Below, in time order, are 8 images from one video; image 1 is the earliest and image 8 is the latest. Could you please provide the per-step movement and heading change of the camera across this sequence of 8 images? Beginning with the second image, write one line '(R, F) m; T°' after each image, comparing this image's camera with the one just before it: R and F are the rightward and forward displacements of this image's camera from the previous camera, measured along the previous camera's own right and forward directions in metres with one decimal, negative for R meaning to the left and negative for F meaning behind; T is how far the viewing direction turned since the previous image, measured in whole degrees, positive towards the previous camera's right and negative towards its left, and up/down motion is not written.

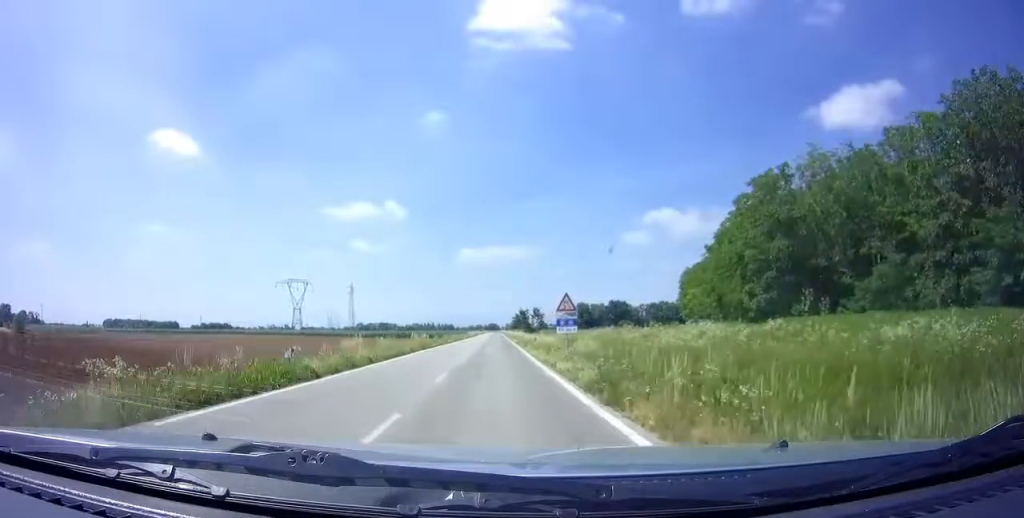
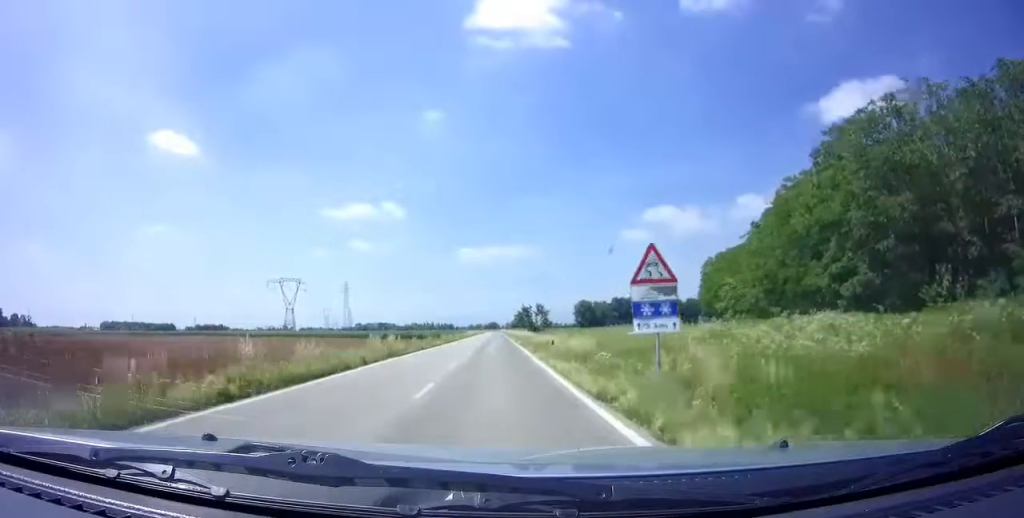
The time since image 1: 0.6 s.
(0.0, +10.6) m; 0°
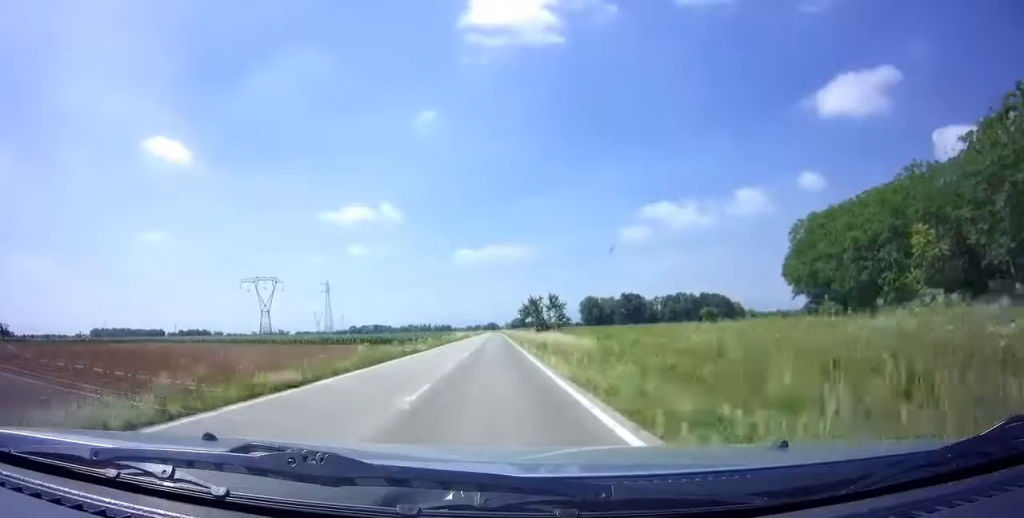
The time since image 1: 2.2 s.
(-0.2, +30.2) m; 0°
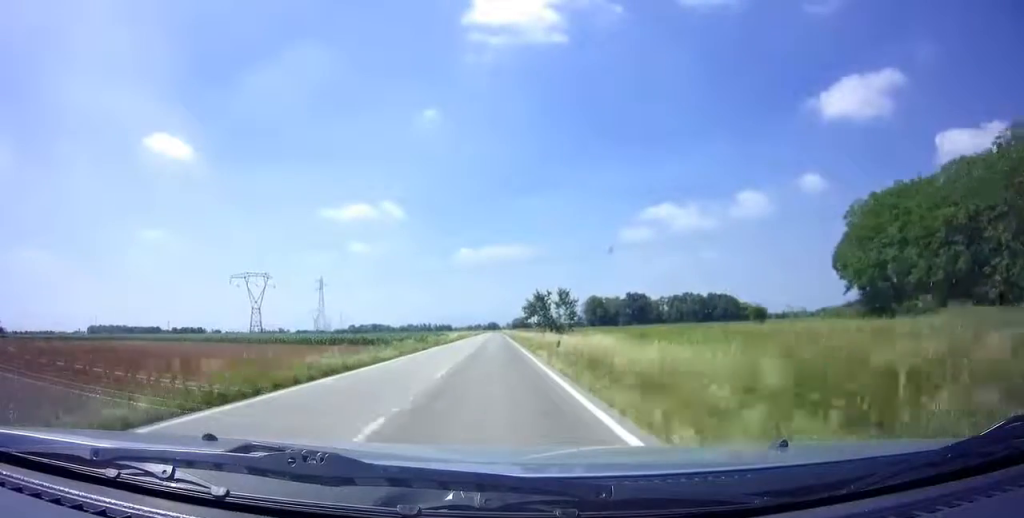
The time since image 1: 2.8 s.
(0.0, +12.1) m; 0°
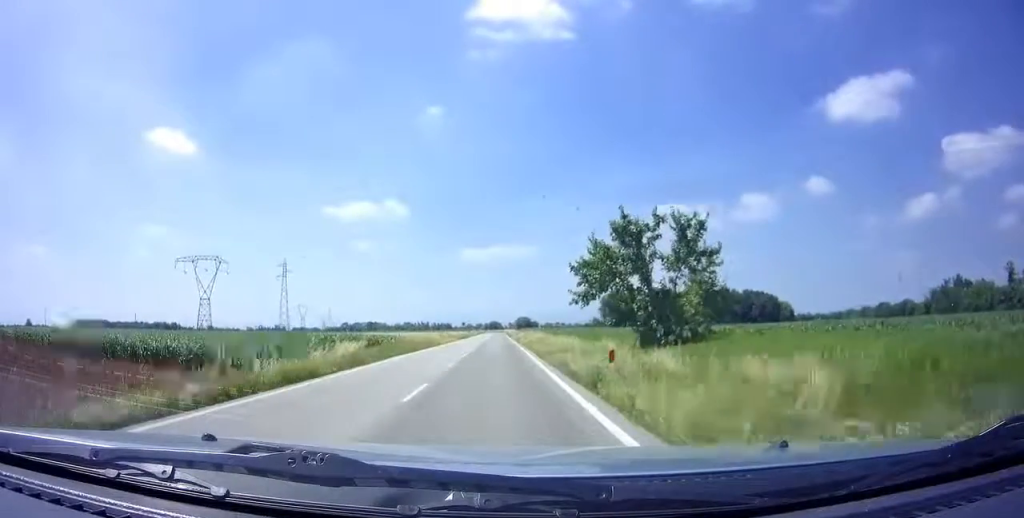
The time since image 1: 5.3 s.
(0.0, +48.4) m; 0°
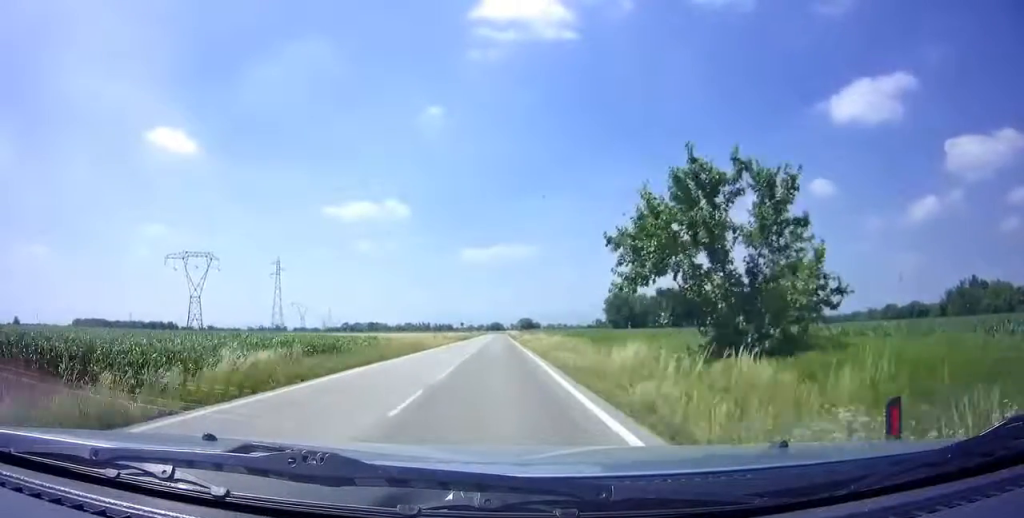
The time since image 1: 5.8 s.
(+0.1, +8.3) m; 0°
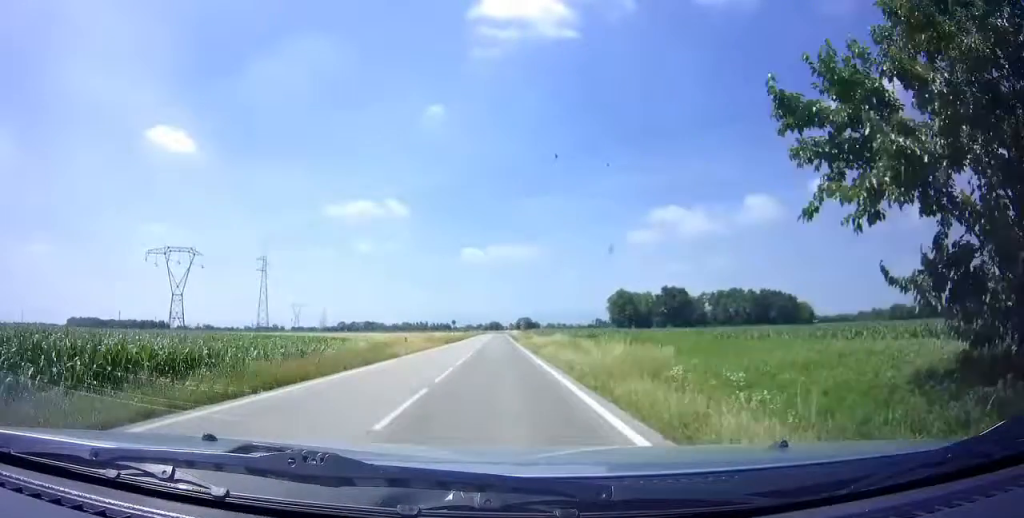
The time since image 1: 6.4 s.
(-0.2, +11.5) m; -1°
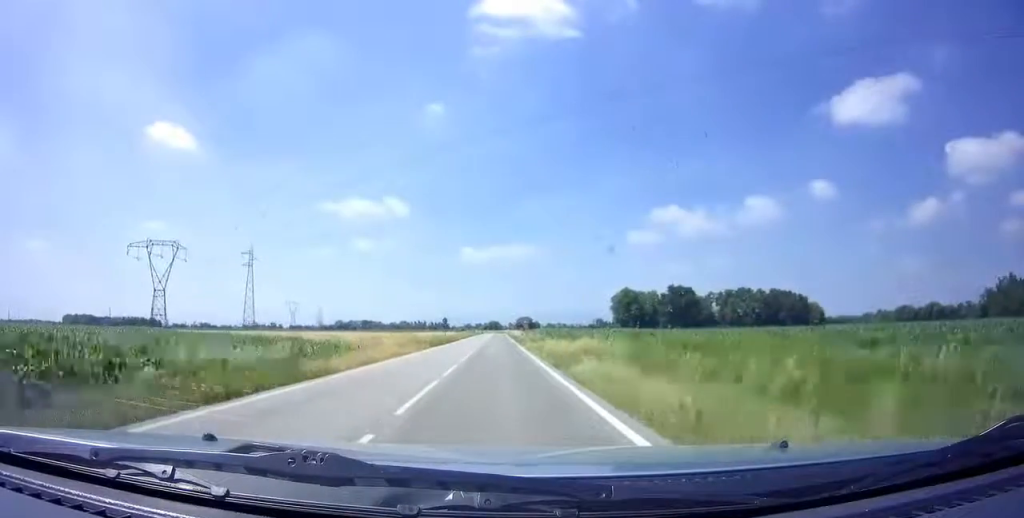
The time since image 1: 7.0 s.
(-0.1, +12.1) m; 0°
